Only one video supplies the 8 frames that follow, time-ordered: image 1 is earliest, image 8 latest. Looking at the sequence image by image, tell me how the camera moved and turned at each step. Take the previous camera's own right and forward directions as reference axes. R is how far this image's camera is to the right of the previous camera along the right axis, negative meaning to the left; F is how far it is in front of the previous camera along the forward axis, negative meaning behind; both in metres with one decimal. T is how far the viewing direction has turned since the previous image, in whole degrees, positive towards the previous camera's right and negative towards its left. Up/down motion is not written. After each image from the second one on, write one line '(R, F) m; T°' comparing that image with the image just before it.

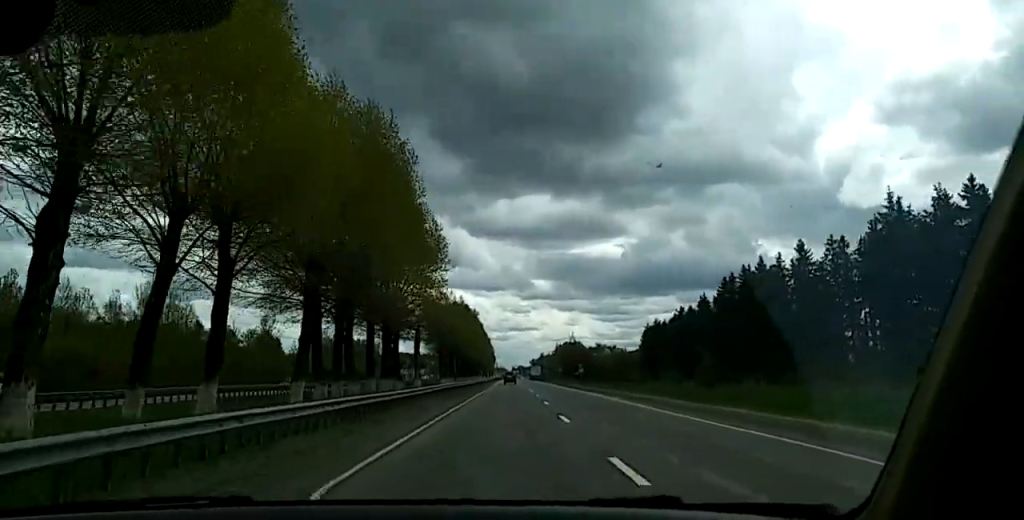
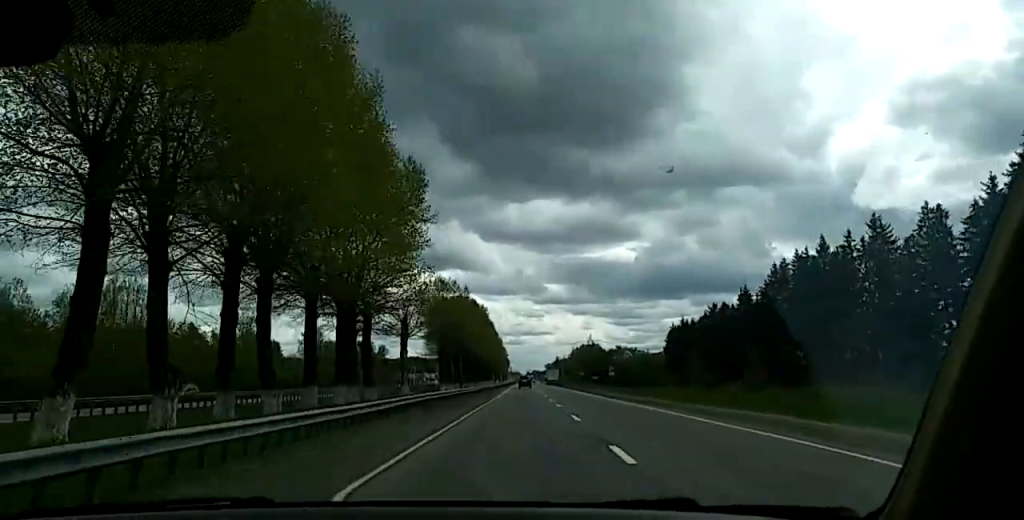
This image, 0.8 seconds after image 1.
(0.0, +21.9) m; +1°
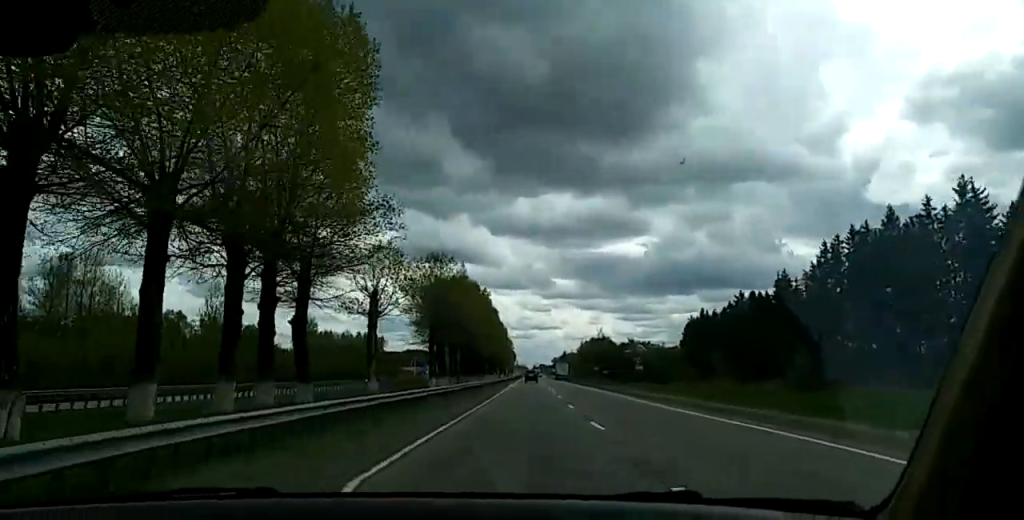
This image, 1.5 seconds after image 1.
(+0.1, +17.8) m; +1°
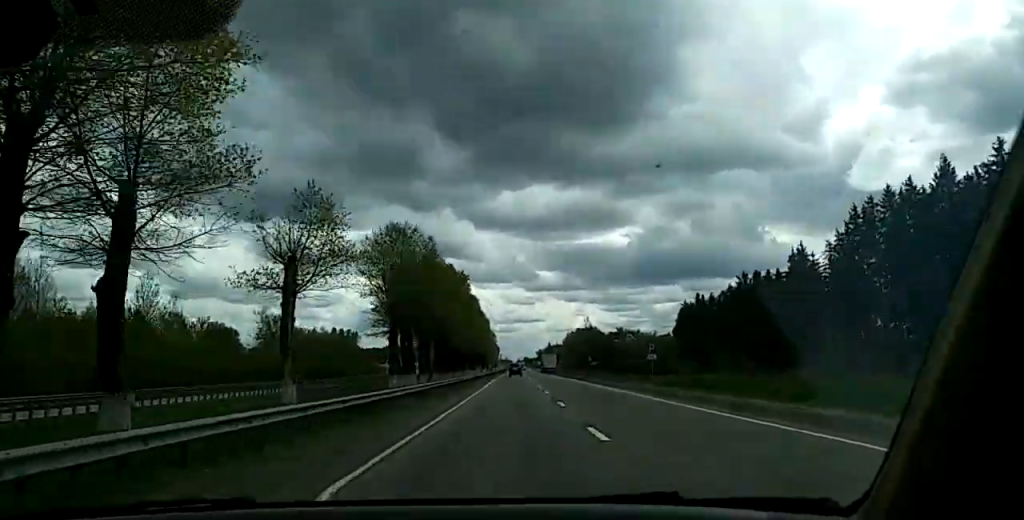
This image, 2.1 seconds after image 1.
(+0.2, +15.7) m; 0°
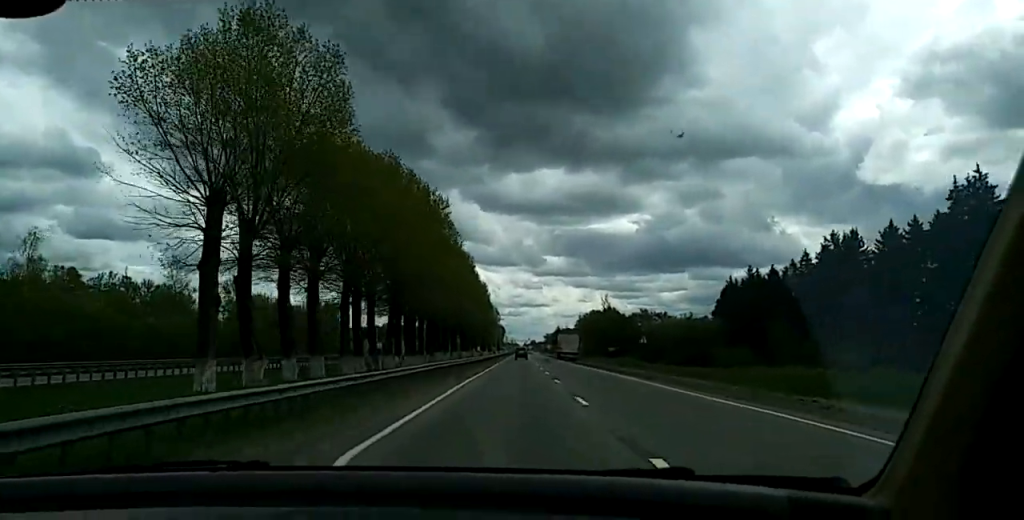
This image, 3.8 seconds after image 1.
(-0.5, +44.0) m; -1°
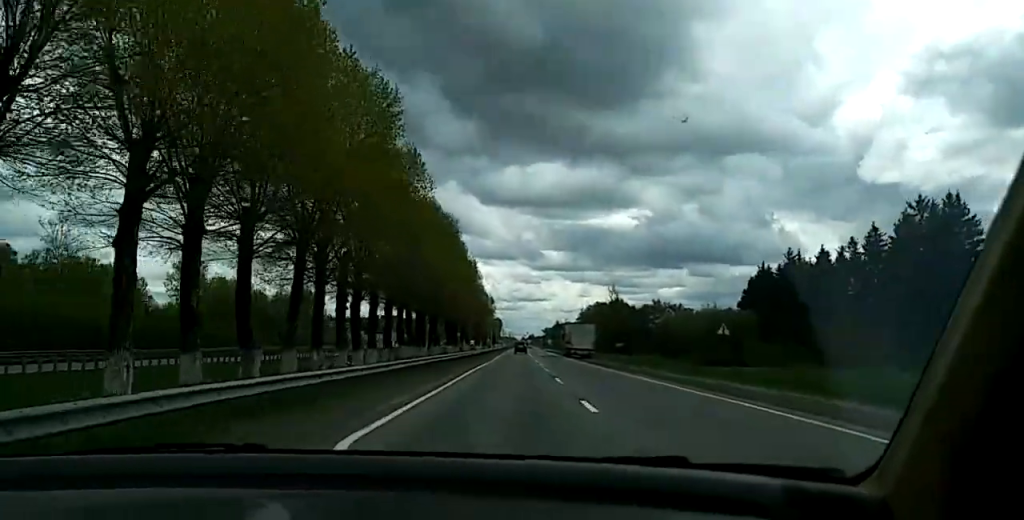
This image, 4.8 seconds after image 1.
(+0.2, +27.1) m; 0°
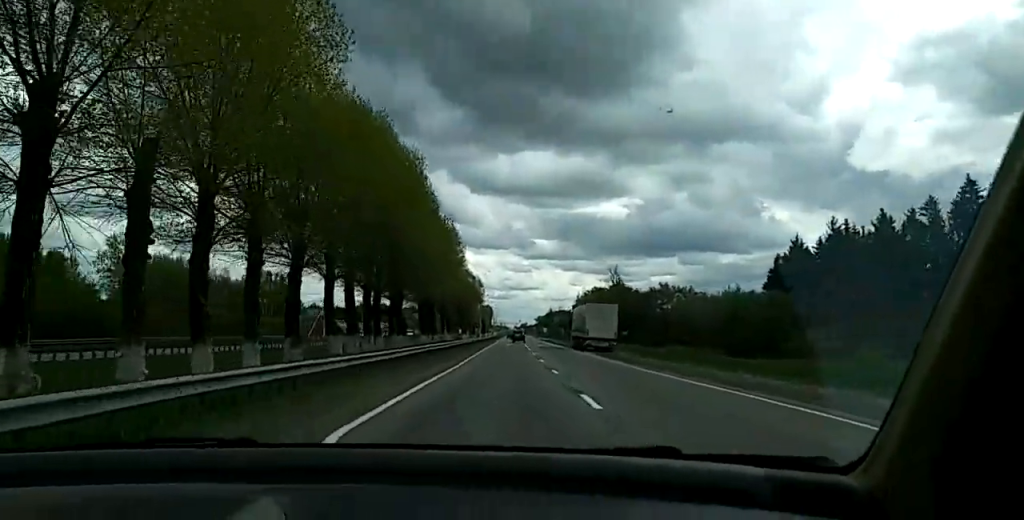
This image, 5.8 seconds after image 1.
(0.0, +26.0) m; 0°
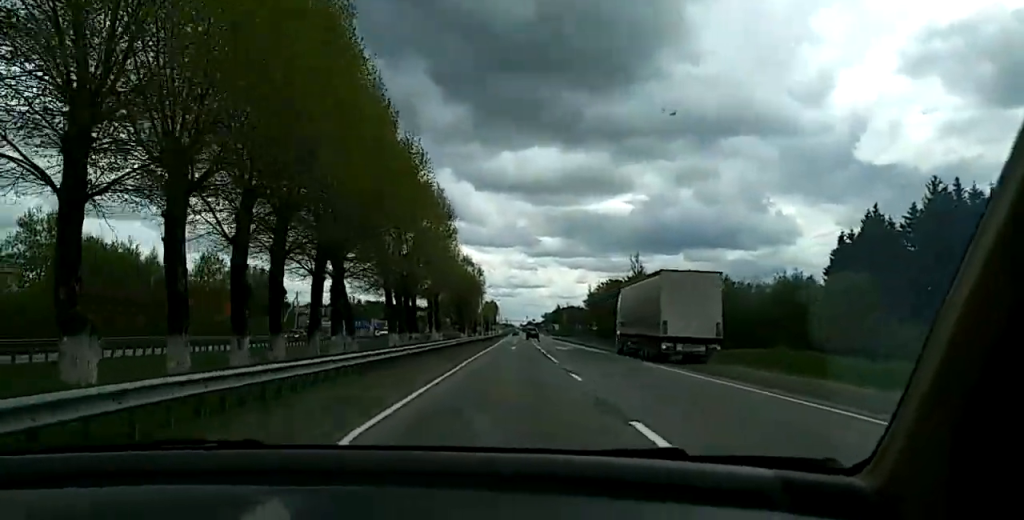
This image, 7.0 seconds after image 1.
(0.0, +29.3) m; 0°
